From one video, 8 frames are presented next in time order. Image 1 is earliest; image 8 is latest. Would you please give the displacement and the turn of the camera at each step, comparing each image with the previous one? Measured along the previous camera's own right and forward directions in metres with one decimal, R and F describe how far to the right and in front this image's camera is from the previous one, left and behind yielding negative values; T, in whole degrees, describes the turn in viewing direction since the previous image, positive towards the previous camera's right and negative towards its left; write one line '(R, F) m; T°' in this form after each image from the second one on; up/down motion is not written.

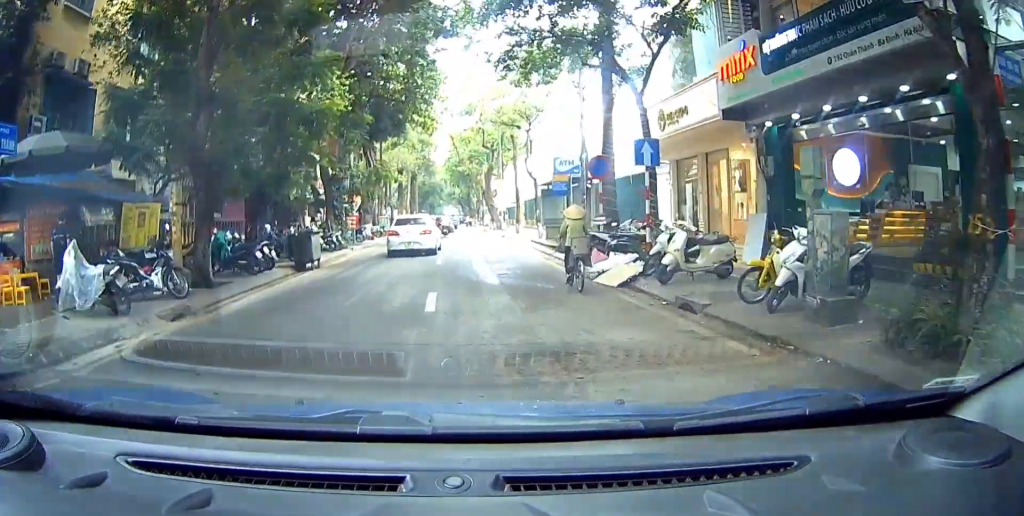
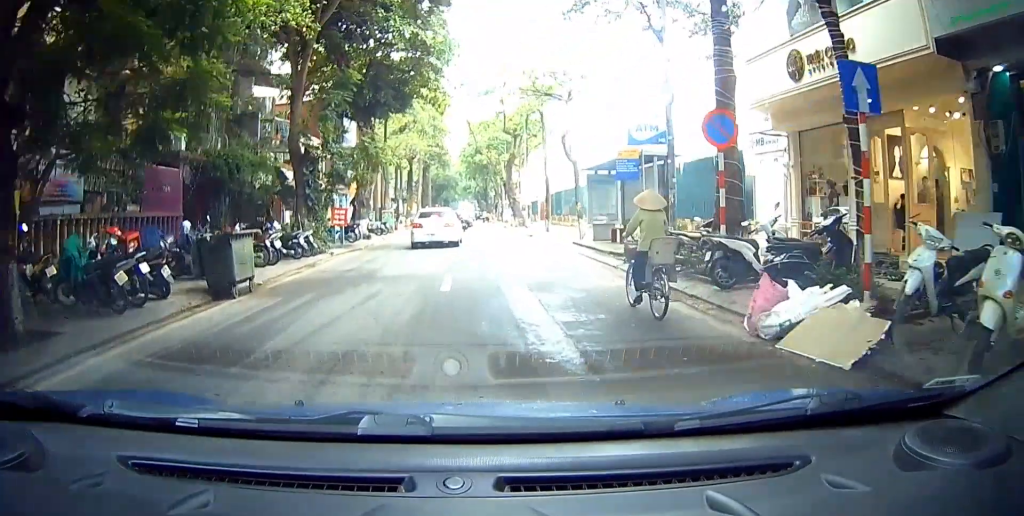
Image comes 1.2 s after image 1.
(0.0, +6.7) m; 0°
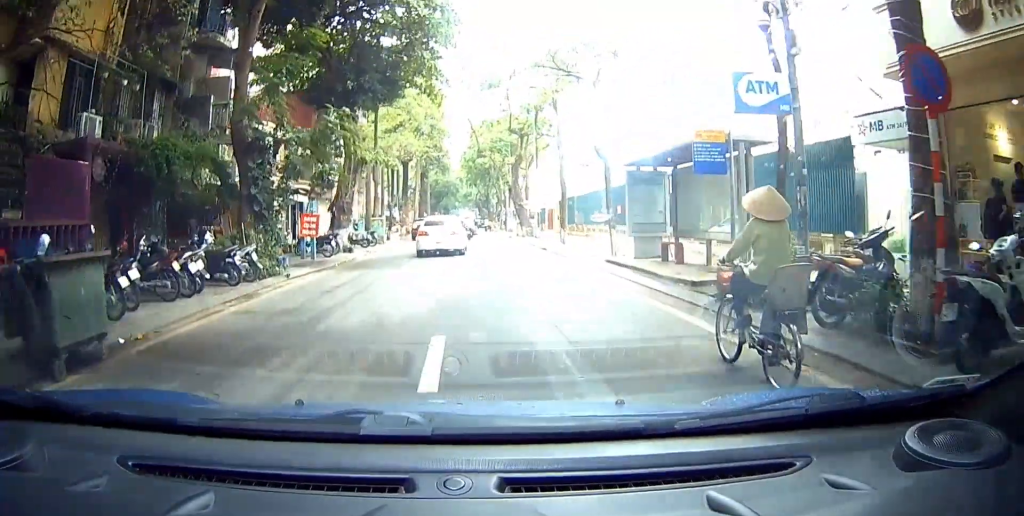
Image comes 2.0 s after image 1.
(0.0, +4.4) m; 0°
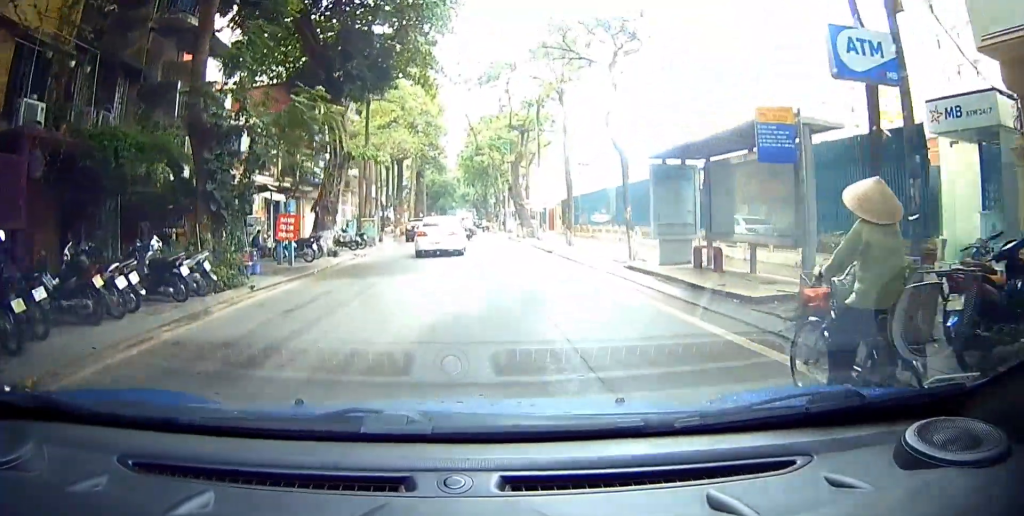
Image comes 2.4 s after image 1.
(0.0, +2.3) m; 0°
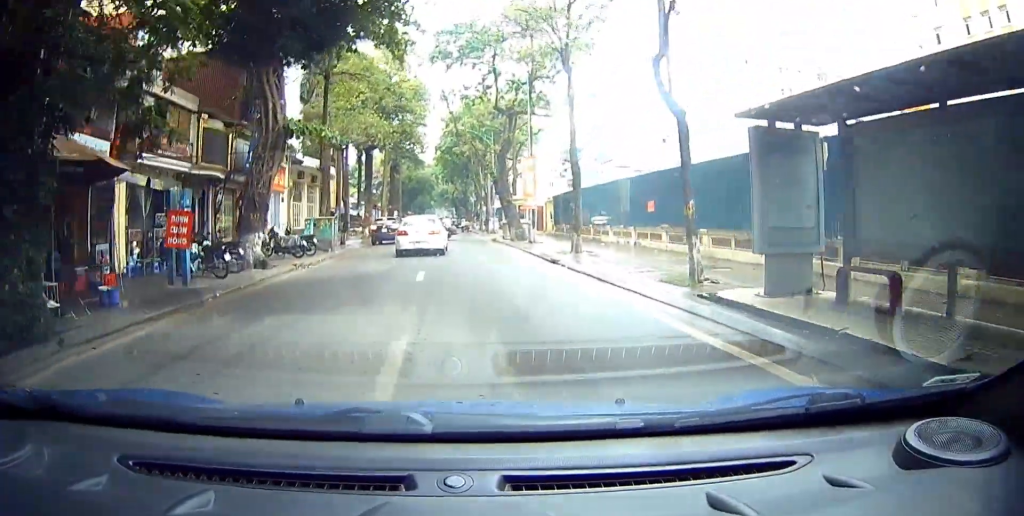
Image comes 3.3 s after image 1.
(0.0, +5.0) m; -1°
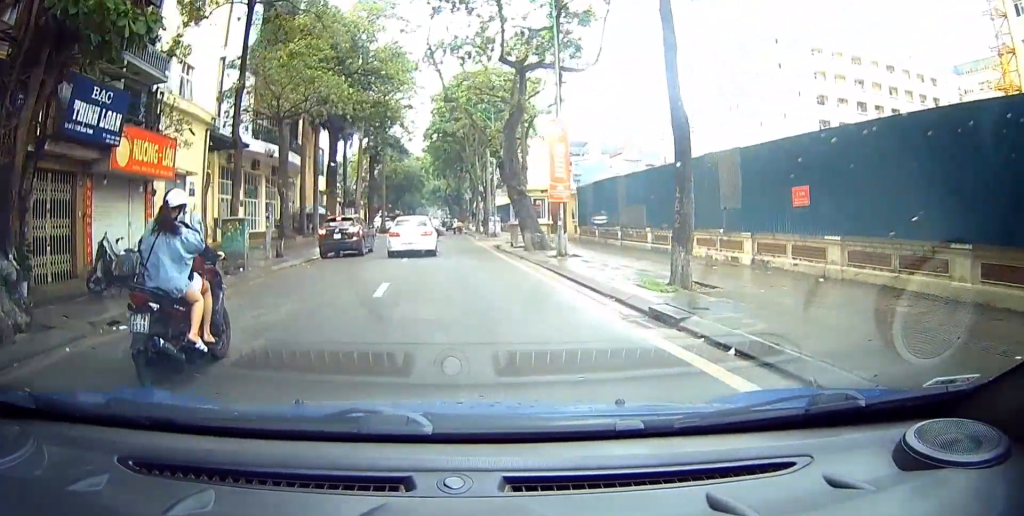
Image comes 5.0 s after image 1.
(-0.3, +7.9) m; -9°
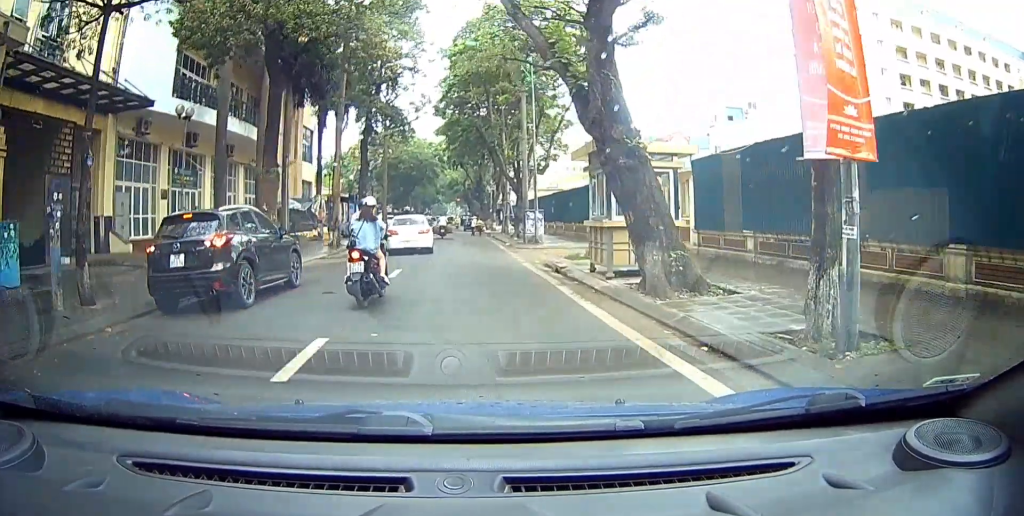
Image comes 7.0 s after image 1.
(-1.0, +12.6) m; -5°
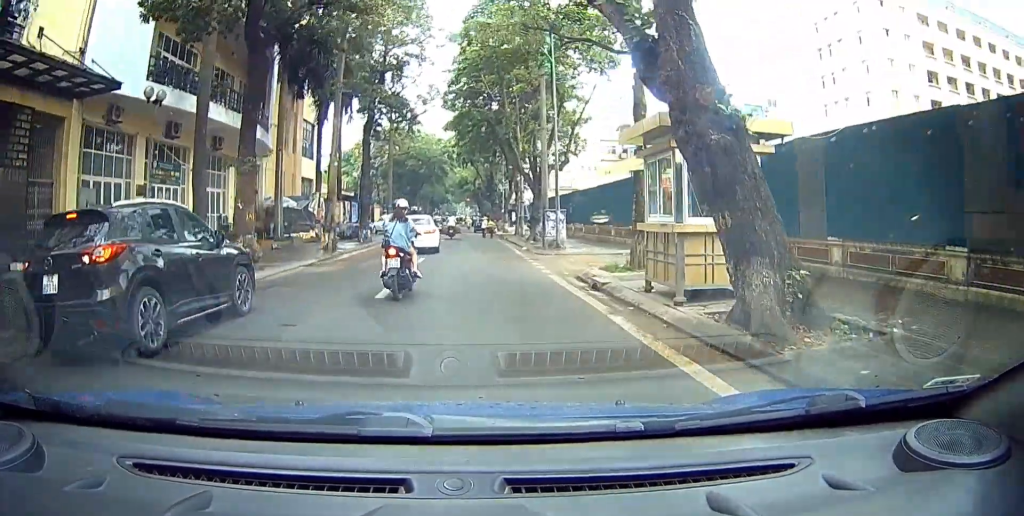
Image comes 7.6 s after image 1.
(0.0, +4.0) m; 0°
